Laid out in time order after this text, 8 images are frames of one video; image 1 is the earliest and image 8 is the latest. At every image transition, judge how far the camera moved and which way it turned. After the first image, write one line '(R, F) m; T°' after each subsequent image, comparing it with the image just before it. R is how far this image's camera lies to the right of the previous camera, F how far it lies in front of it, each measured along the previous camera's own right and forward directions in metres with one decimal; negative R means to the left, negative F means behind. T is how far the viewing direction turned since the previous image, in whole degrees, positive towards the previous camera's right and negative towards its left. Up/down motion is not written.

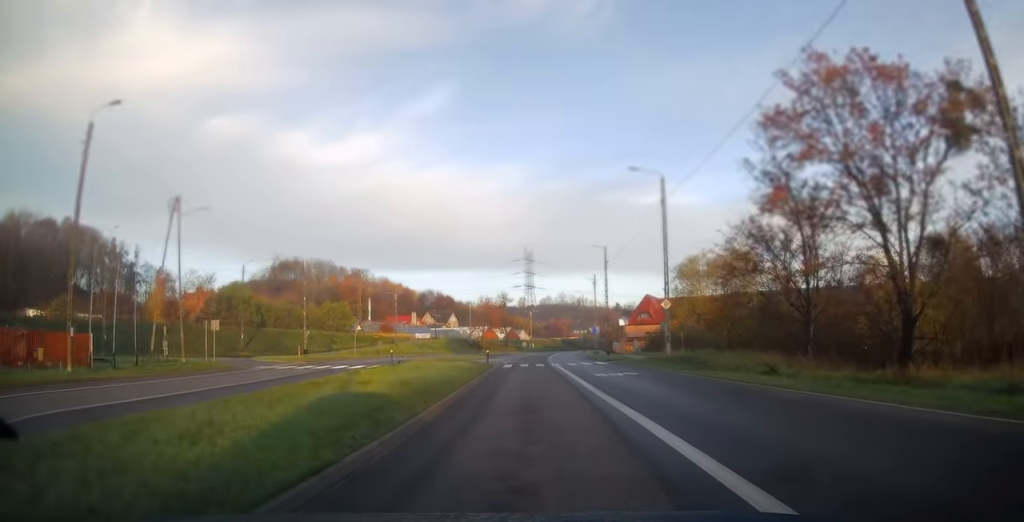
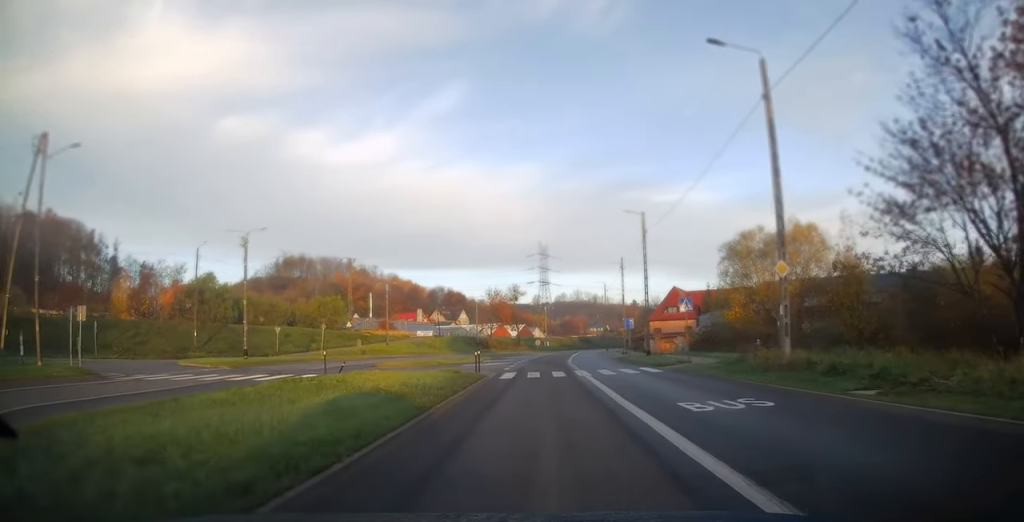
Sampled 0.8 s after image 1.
(-0.4, +13.7) m; -2°
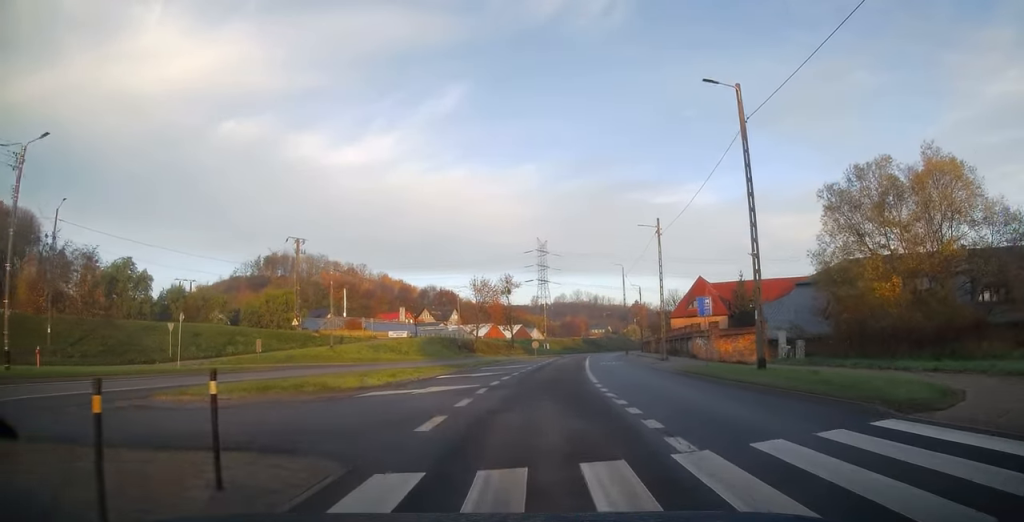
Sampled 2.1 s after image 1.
(-0.2, +21.2) m; 0°
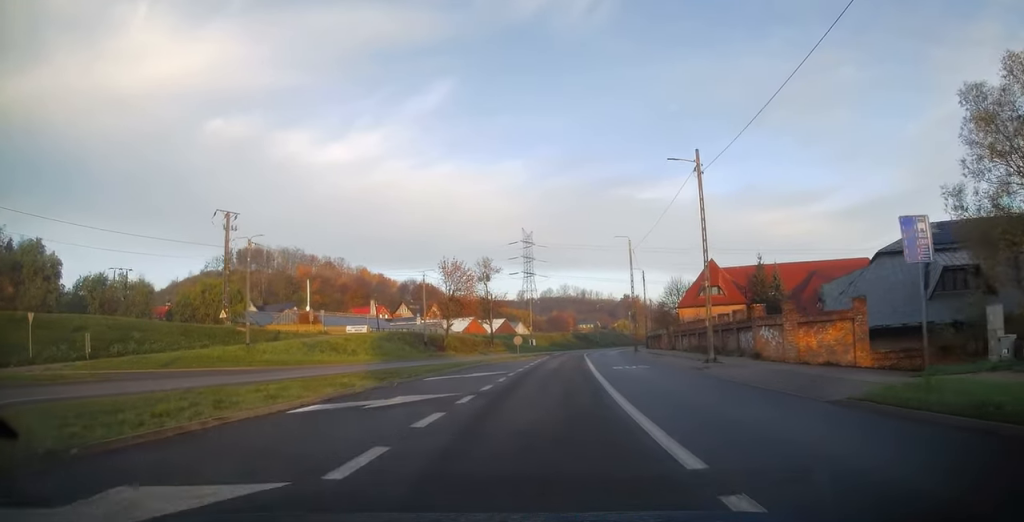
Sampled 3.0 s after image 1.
(+0.1, +15.2) m; +1°
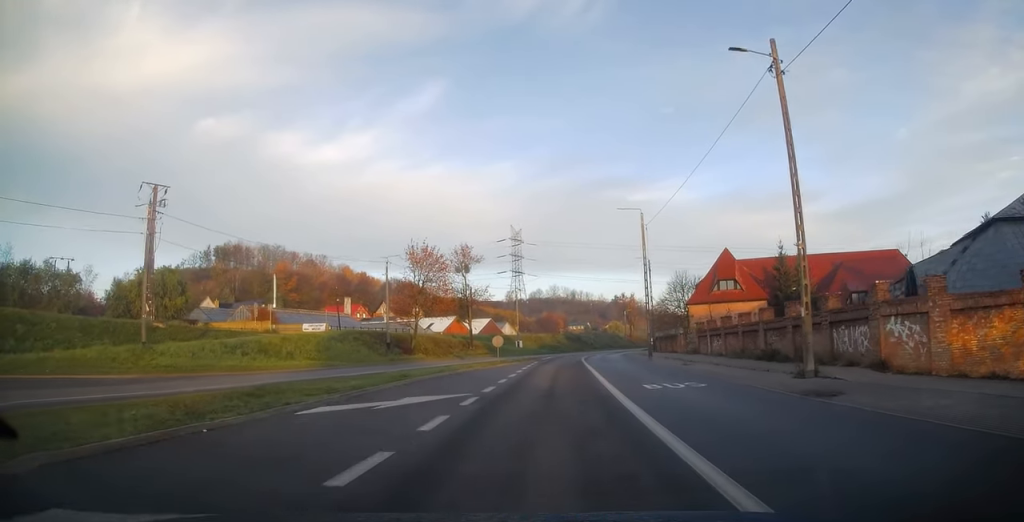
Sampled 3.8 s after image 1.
(0.0, +11.9) m; +1°
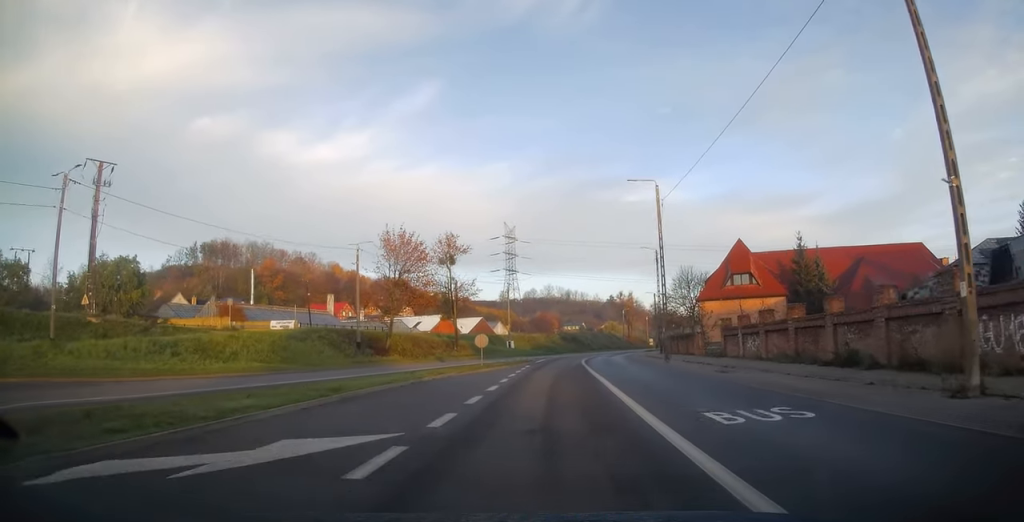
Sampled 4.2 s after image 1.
(0.0, +7.5) m; +1°
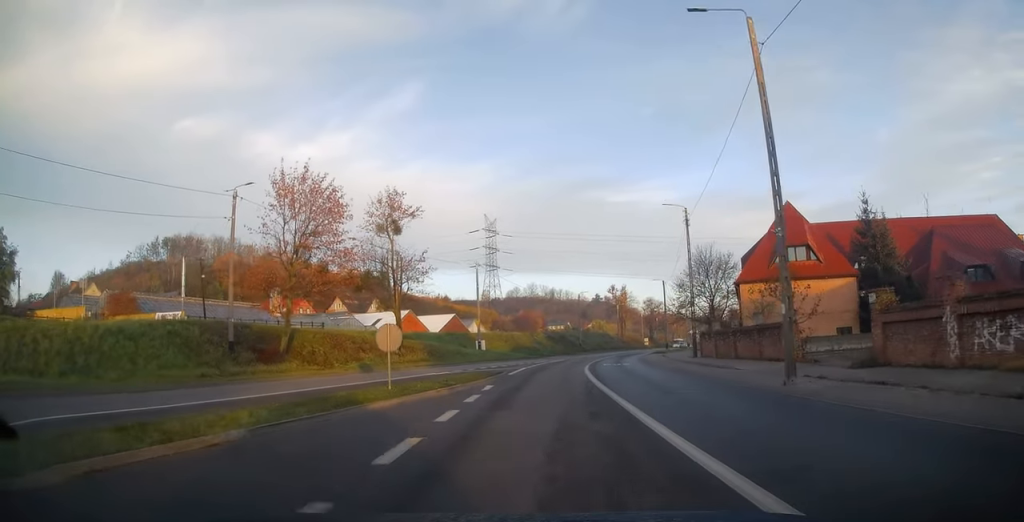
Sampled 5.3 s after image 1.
(+0.4, +18.5) m; +1°
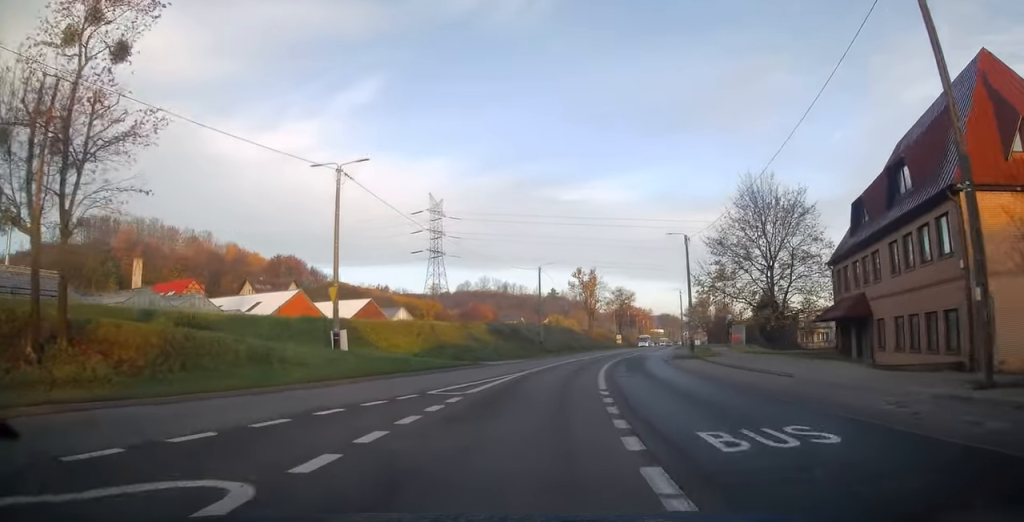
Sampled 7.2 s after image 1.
(+1.0, +30.6) m; +5°
